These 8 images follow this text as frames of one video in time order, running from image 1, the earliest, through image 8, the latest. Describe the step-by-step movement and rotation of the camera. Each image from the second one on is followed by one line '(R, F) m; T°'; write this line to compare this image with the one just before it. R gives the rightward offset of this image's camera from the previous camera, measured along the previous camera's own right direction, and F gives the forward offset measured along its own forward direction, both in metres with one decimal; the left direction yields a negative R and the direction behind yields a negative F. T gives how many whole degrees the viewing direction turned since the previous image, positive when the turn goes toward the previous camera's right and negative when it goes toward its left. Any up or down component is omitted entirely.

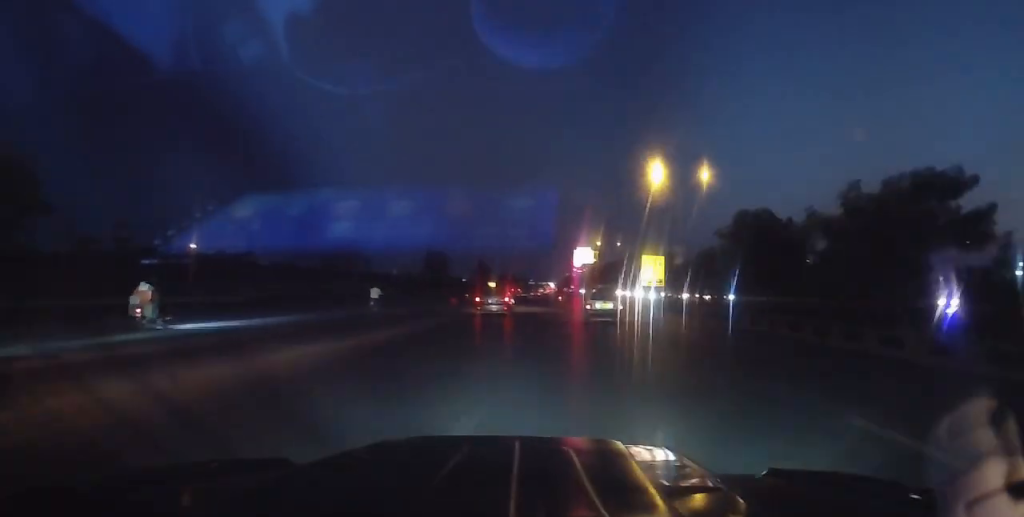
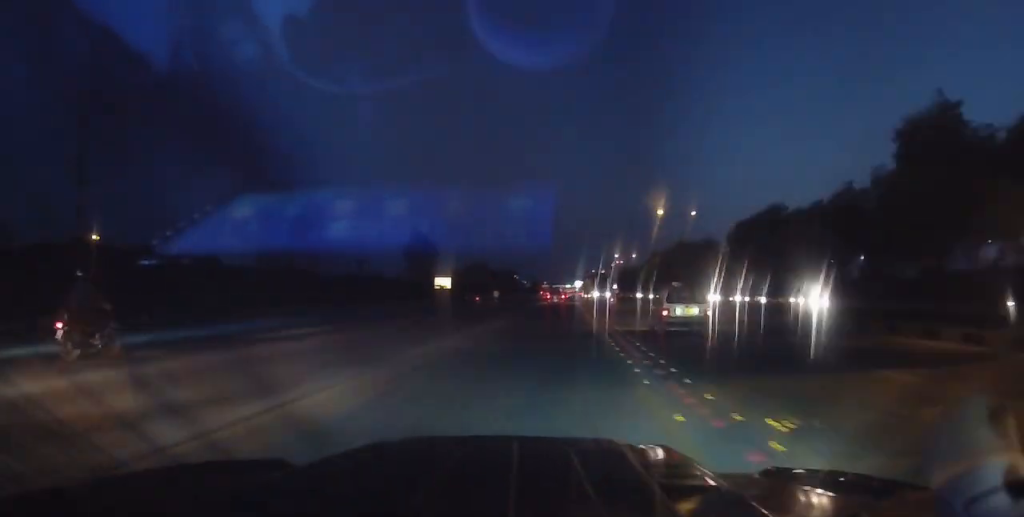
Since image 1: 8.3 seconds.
(-0.4, +134.3) m; 0°
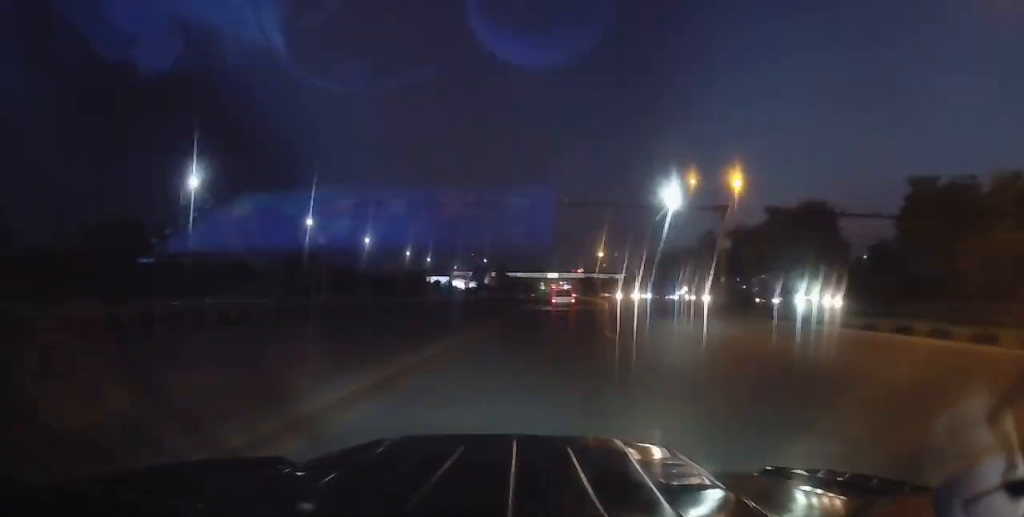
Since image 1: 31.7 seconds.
(+3.0, +399.7) m; 0°
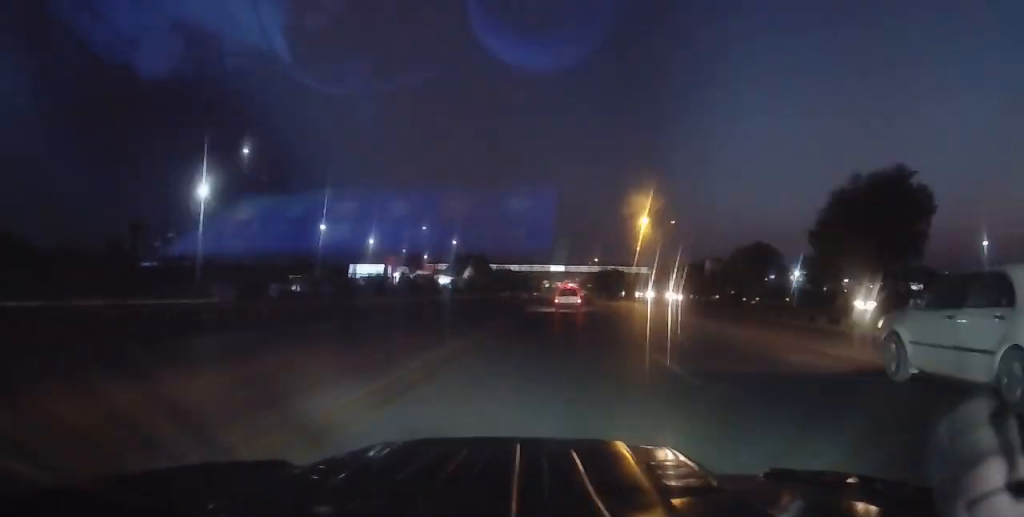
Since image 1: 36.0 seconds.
(+0.1, +70.9) m; 0°
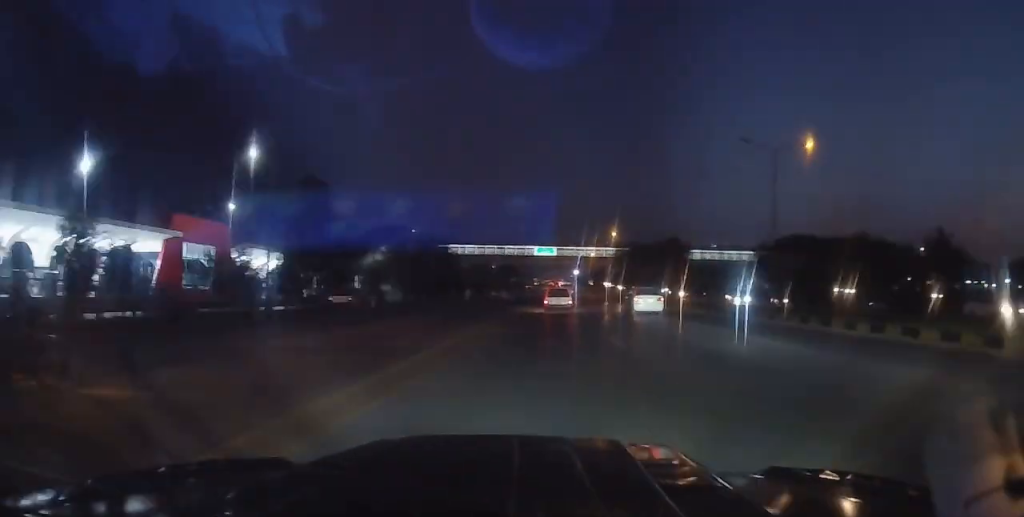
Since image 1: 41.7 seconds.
(+0.1, +90.9) m; 0°
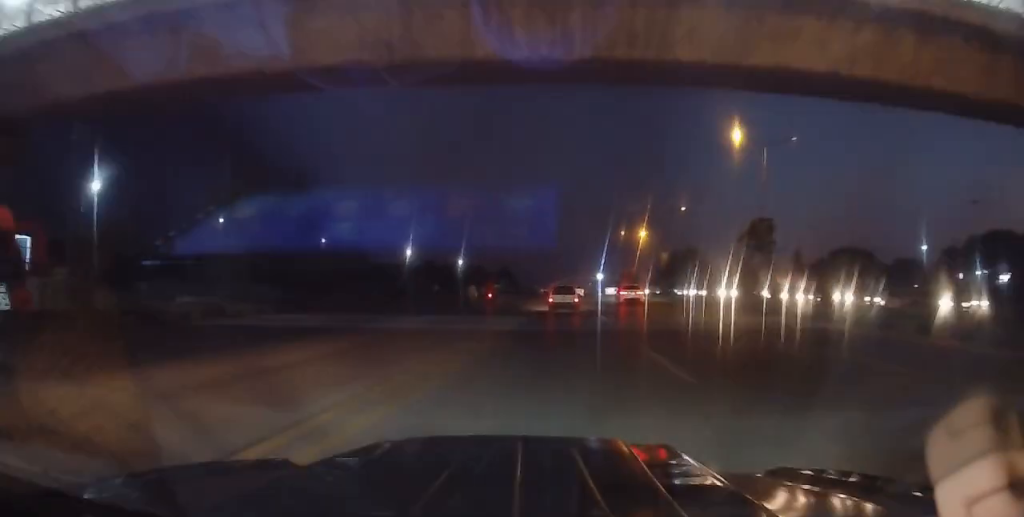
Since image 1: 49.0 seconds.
(-0.1, +114.3) m; +1°
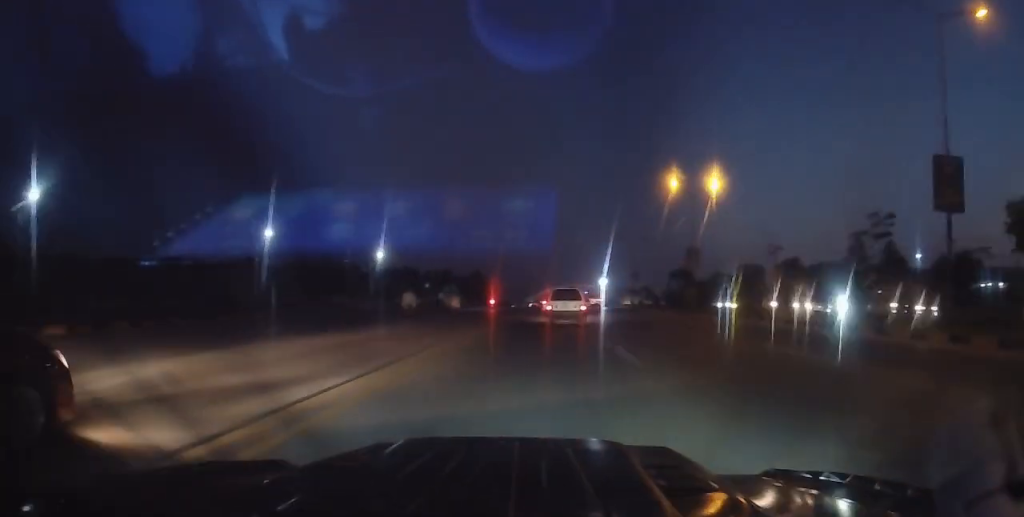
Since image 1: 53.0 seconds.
(+0.7, +56.0) m; 0°
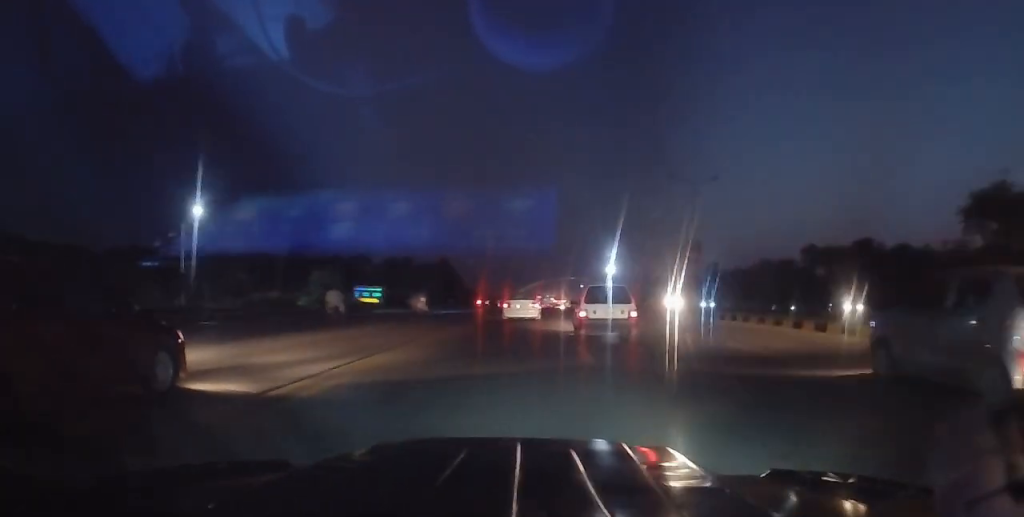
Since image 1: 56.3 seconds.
(+0.6, +46.7) m; 0°
